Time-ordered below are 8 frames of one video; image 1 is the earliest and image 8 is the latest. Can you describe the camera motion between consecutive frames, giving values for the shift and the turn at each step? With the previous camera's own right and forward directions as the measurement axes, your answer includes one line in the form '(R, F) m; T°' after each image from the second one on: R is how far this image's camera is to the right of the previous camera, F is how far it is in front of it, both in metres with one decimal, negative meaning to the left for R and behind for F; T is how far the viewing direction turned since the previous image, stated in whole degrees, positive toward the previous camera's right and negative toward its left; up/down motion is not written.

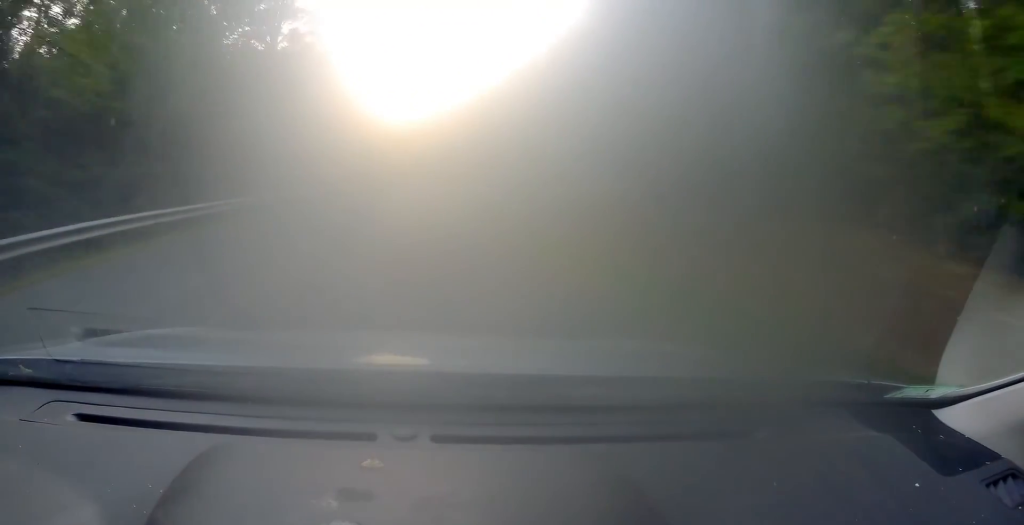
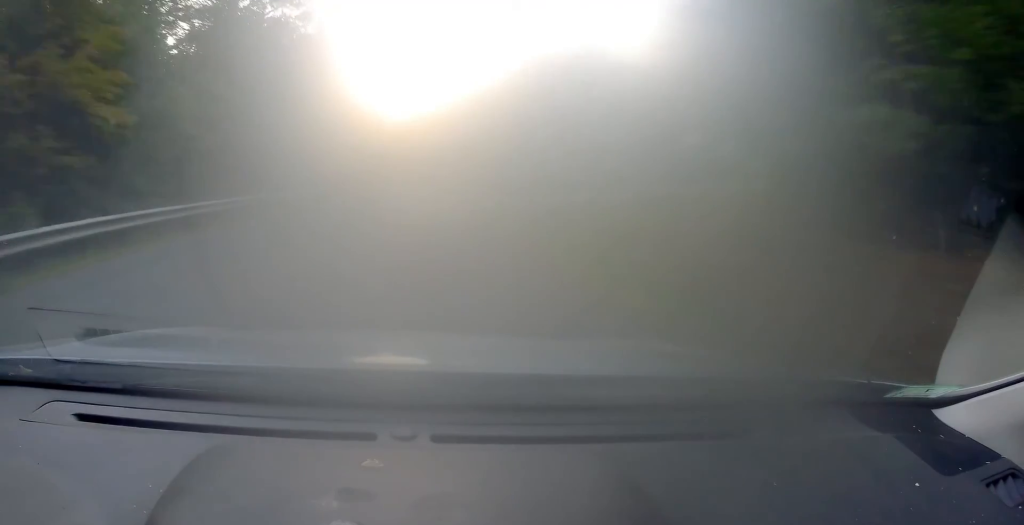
(+0.1, +12.9) m; 0°
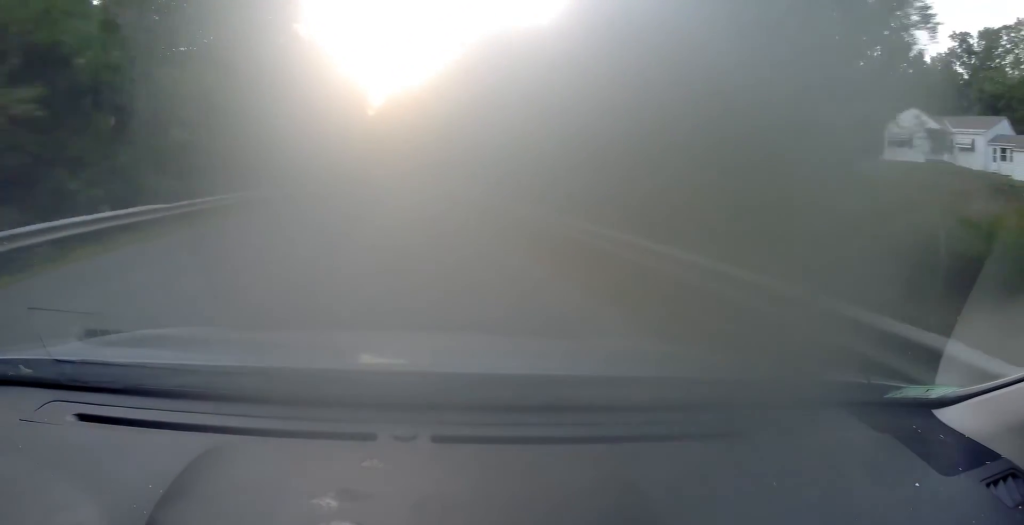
(0.0, +48.1) m; 0°
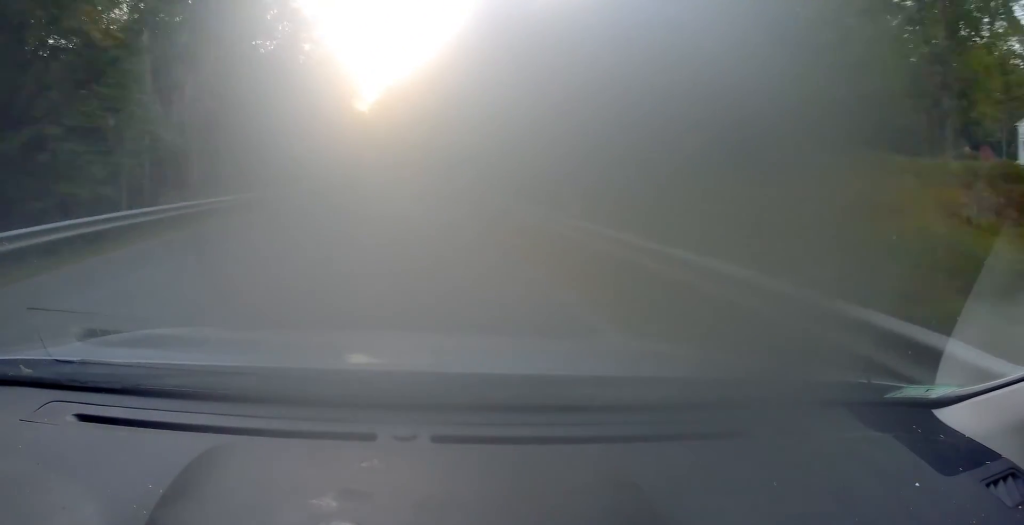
(+0.2, +17.6) m; -1°
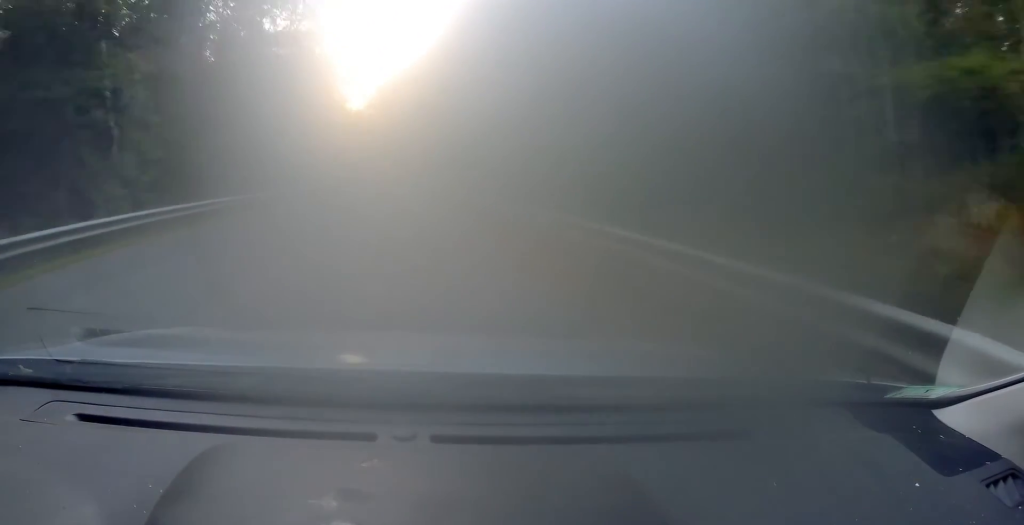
(-0.4, +13.8) m; 0°
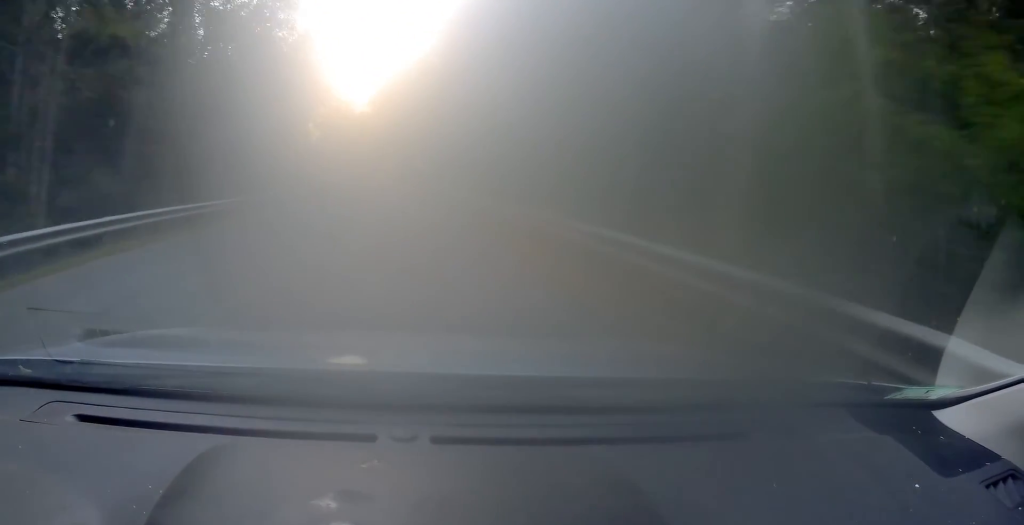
(0.0, +16.0) m; -1°
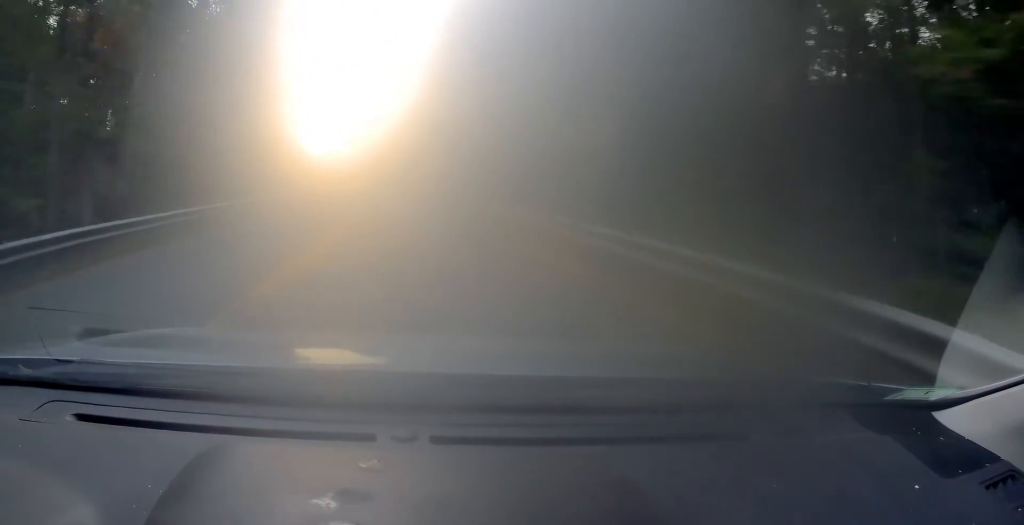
(-1.7, +47.1) m; -5°
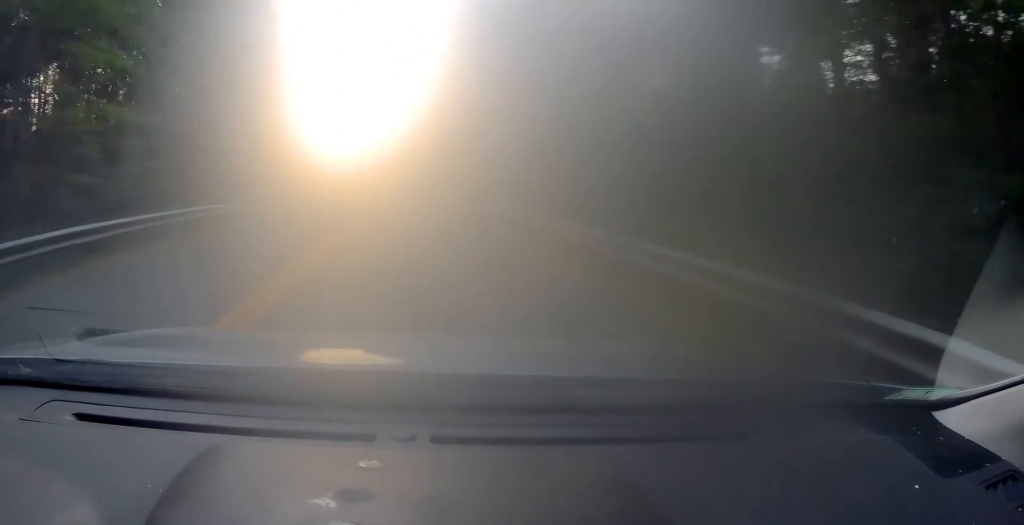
(+0.2, +12.9) m; -1°
